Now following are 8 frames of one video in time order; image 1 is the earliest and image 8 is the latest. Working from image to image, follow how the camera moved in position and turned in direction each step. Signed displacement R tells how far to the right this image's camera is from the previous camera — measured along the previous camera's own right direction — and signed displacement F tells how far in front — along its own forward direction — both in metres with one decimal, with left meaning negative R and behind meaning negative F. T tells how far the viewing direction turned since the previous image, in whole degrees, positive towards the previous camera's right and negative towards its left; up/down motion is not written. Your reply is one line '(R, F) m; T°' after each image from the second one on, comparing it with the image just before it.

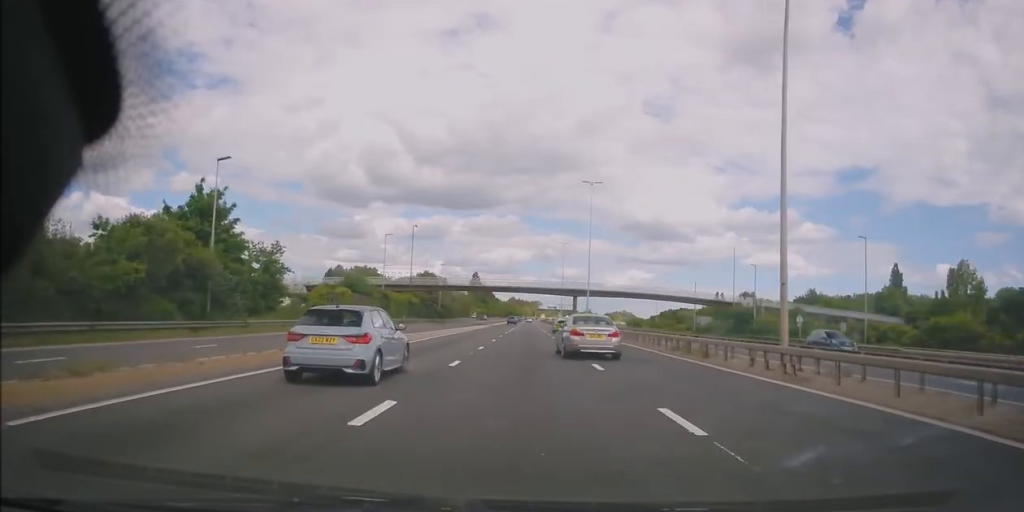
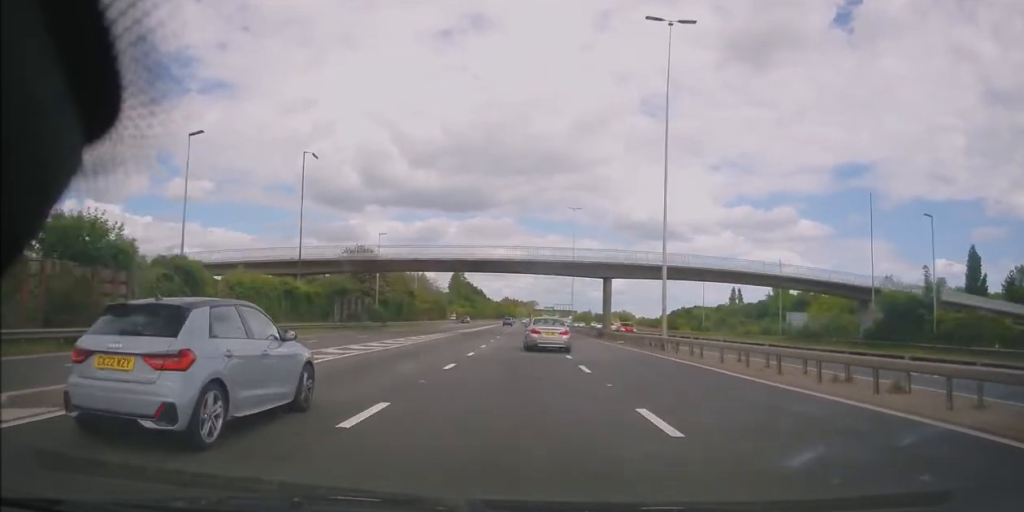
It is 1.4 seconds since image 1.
(-0.1, +43.6) m; -1°
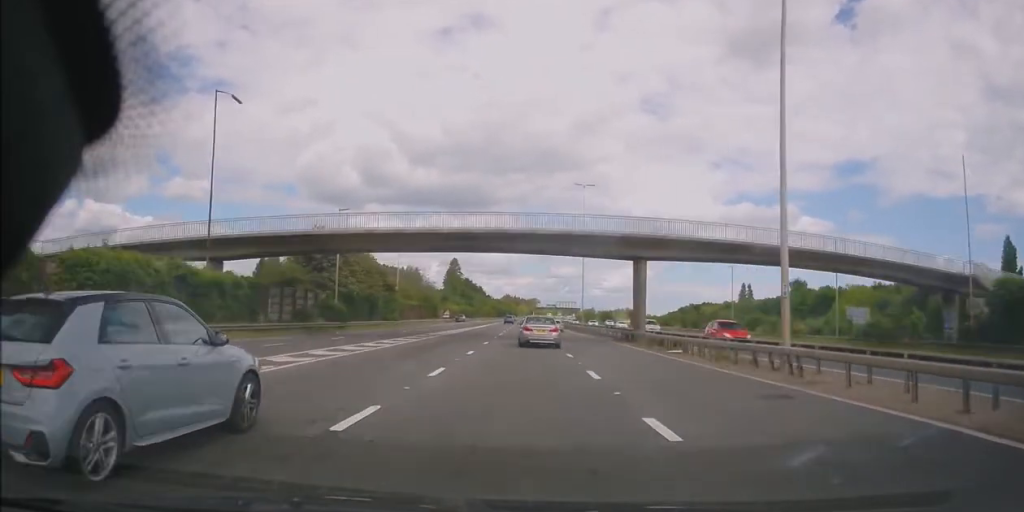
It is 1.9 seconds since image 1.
(-0.2, +14.9) m; 0°
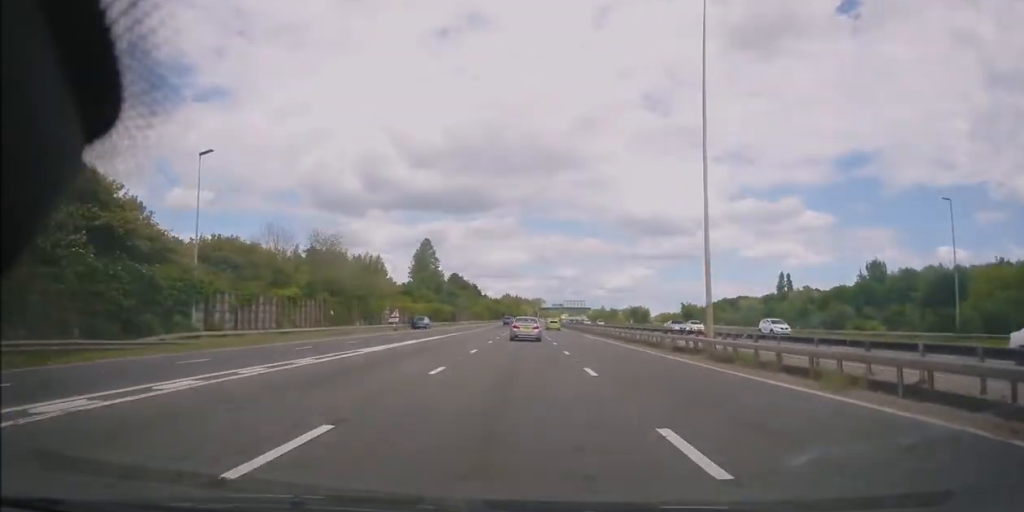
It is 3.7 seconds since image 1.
(+0.8, +52.9) m; +1°
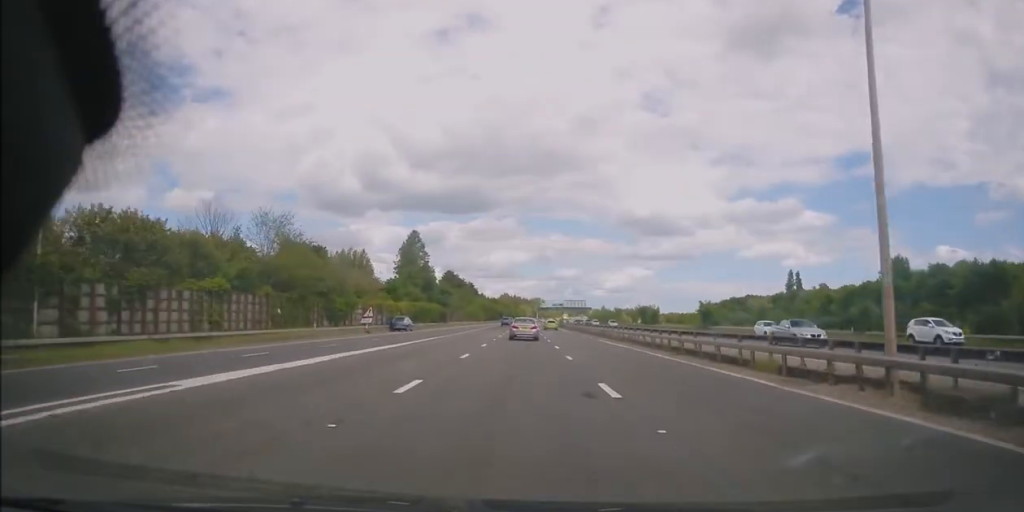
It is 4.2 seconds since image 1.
(+0.2, +12.6) m; -1°
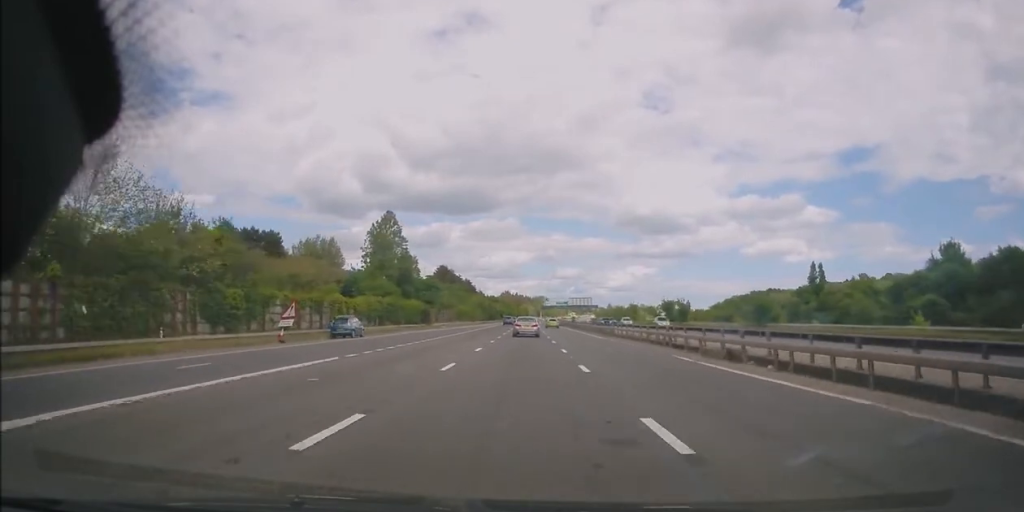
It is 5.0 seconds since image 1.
(-0.5, +23.0) m; -1°
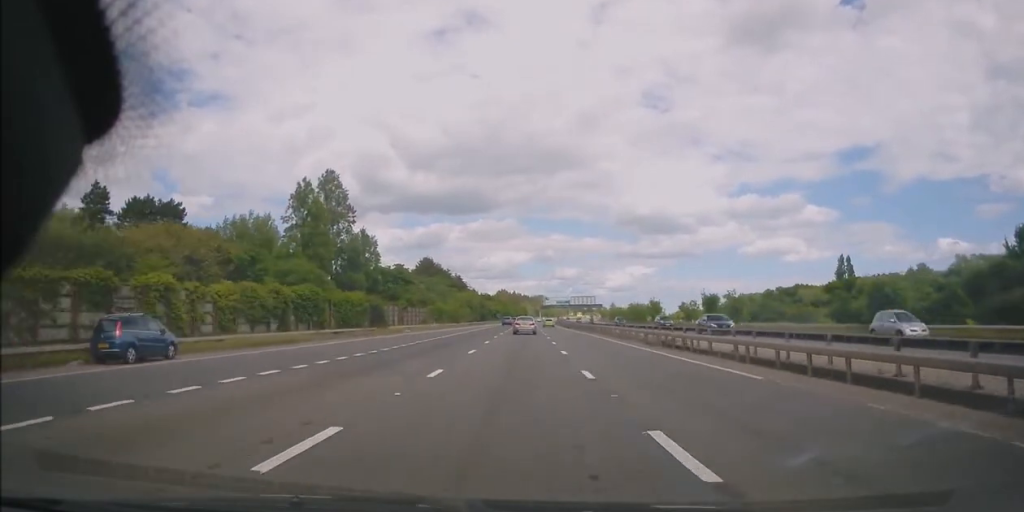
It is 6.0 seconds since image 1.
(+0.1, +28.0) m; +1°
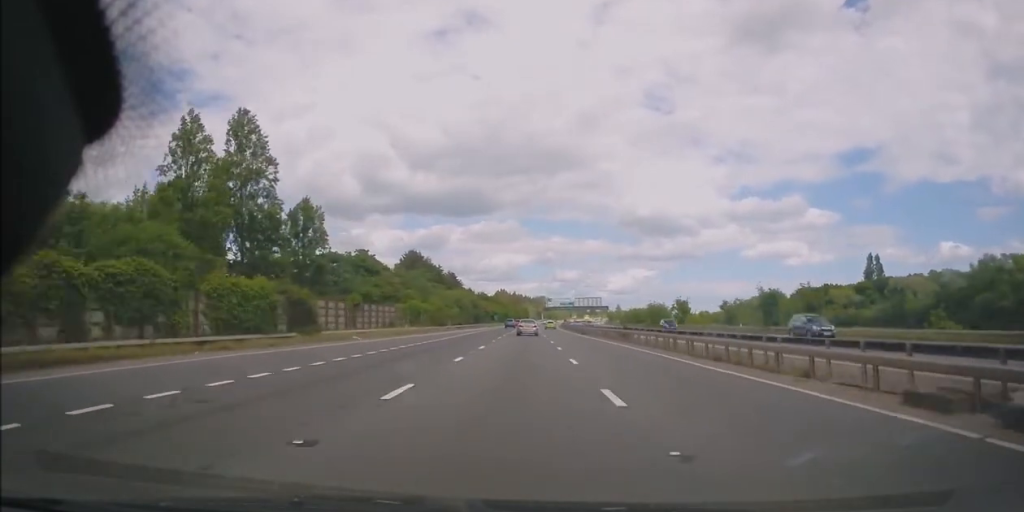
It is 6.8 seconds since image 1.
(+0.3, +21.9) m; 0°
